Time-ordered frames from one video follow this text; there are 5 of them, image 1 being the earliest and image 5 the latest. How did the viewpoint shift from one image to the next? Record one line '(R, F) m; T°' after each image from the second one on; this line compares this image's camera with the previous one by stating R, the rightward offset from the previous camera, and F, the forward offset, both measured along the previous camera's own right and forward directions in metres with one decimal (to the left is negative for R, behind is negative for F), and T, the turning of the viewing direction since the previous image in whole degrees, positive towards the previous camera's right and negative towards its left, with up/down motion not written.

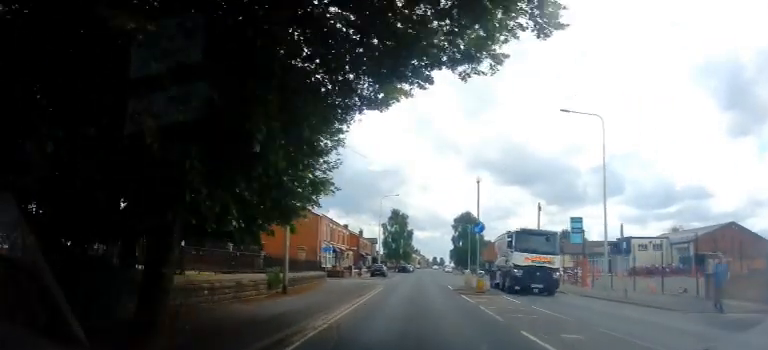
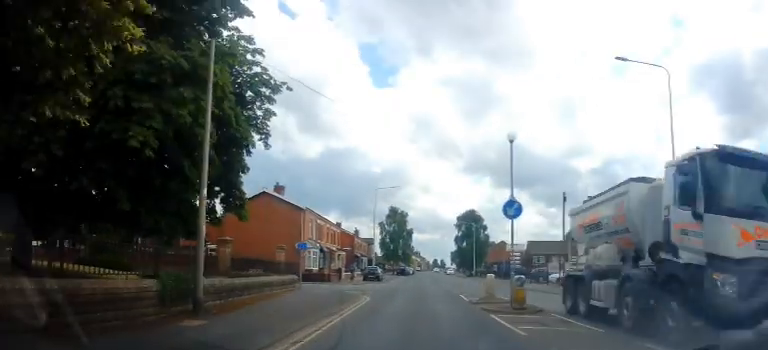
(0.0, +7.7) m; 0°
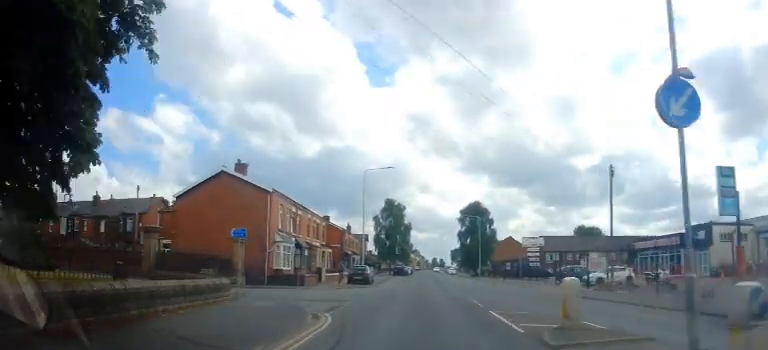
(0.0, +9.7) m; 0°
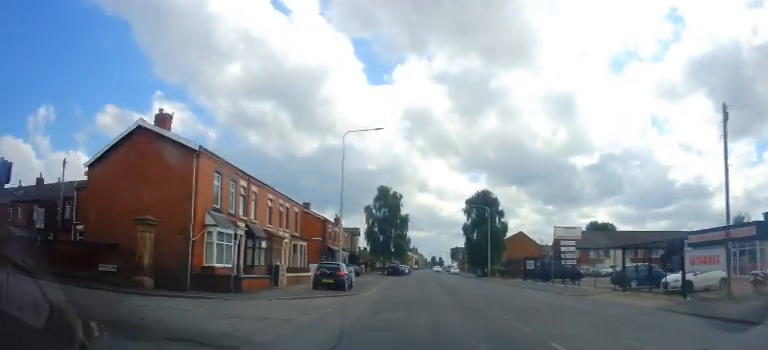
(+0.1, +11.8) m; 0°
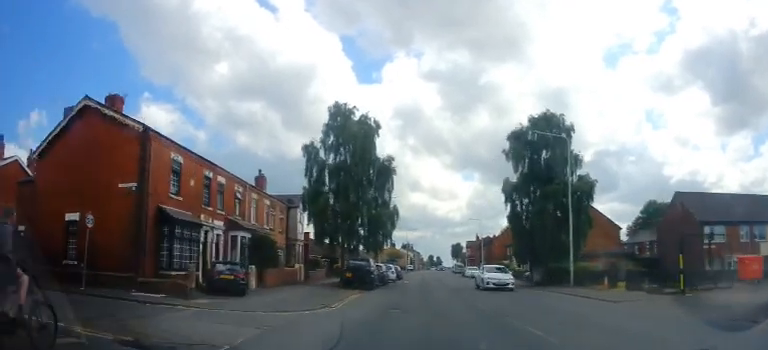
(+0.5, +37.7) m; 0°
